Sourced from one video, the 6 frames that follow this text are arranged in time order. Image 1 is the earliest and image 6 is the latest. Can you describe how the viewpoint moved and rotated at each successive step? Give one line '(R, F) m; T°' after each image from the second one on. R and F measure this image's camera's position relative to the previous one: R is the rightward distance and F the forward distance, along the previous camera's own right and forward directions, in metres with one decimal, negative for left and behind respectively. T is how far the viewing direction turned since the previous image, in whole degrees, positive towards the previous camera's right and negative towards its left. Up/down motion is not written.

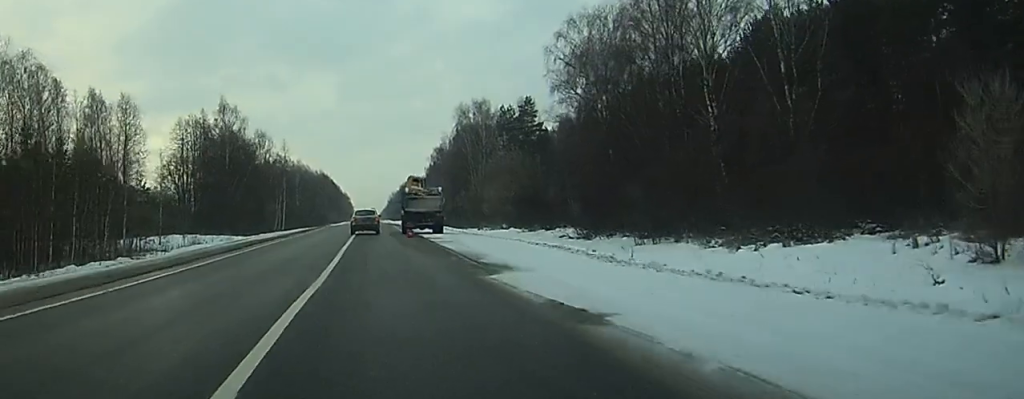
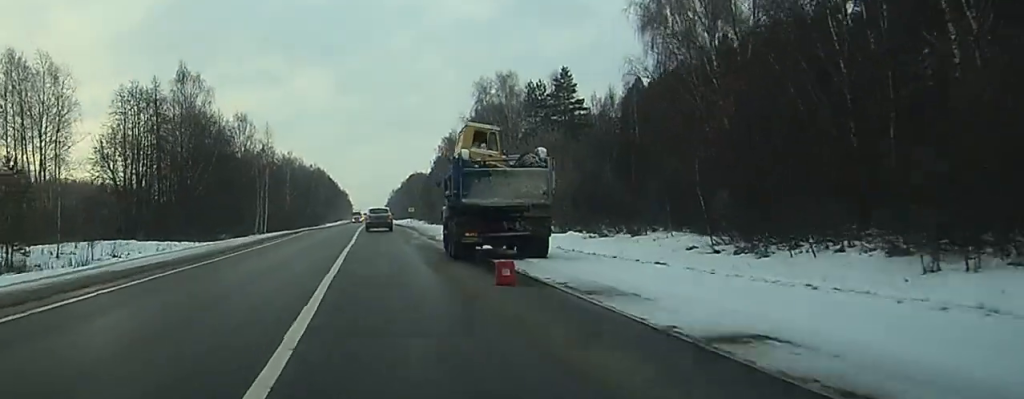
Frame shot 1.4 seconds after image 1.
(+0.1, +29.9) m; +1°
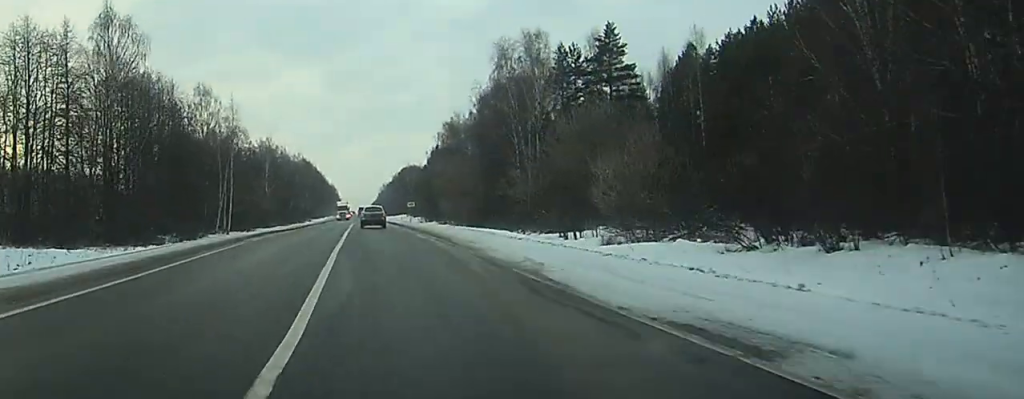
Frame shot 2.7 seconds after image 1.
(+0.2, +28.4) m; +1°
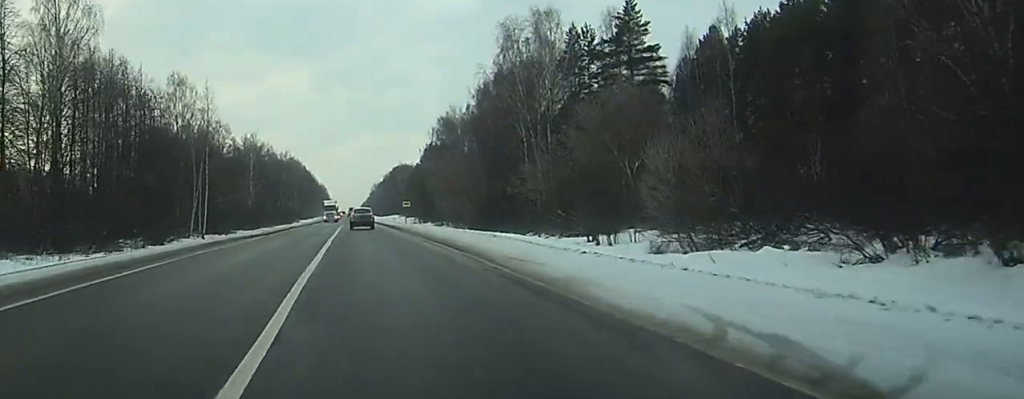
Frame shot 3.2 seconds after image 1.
(0.0, +11.8) m; 0°
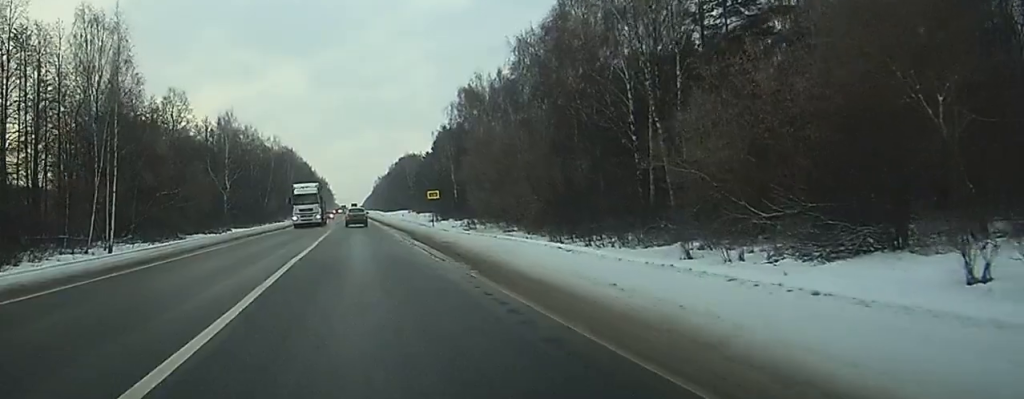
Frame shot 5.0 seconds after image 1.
(+0.3, +39.8) m; 0°
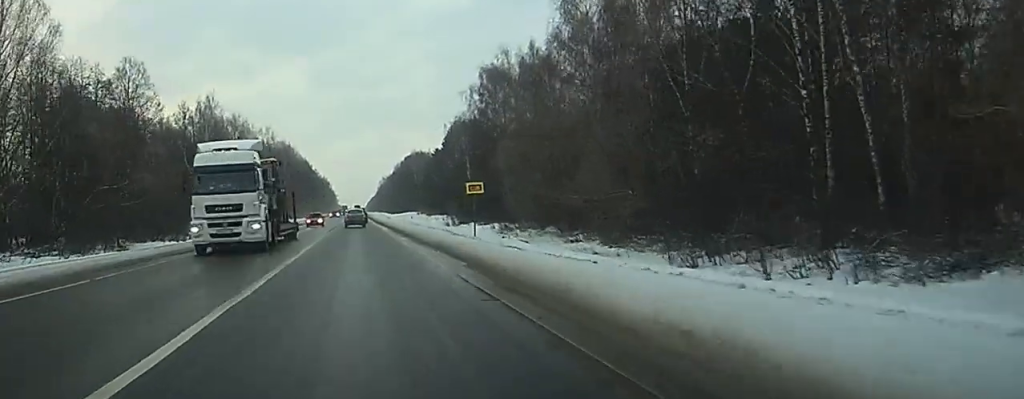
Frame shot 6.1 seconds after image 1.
(-0.1, +24.6) m; 0°
